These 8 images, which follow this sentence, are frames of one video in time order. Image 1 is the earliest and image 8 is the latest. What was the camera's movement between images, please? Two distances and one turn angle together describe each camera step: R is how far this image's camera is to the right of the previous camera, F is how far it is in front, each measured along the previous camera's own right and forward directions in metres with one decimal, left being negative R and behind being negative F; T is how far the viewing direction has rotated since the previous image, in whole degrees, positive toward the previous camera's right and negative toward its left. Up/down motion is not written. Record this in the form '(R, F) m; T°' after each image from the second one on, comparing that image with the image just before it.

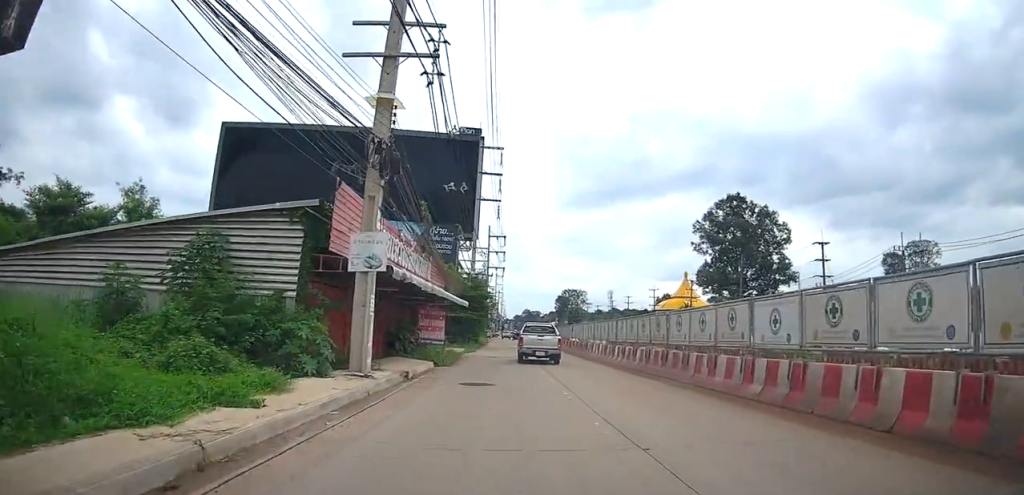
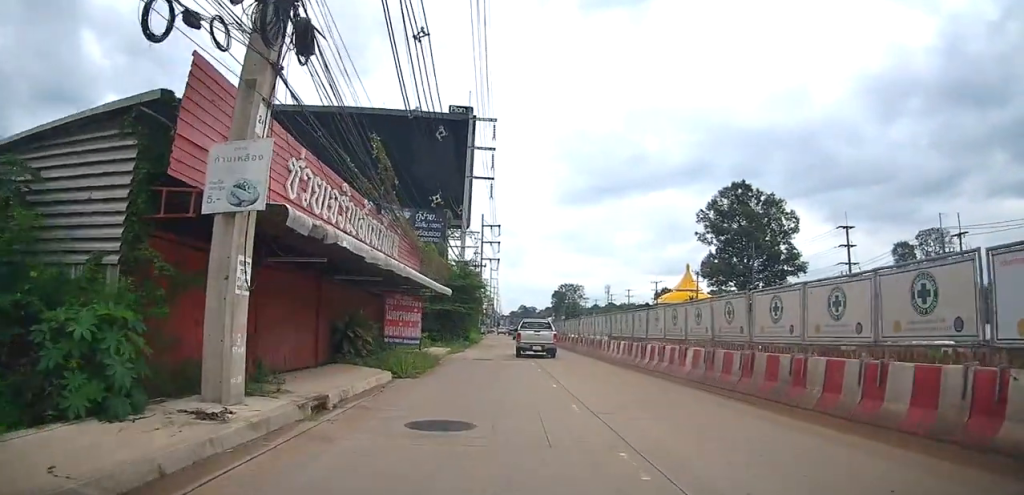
(-0.1, +6.4) m; -2°
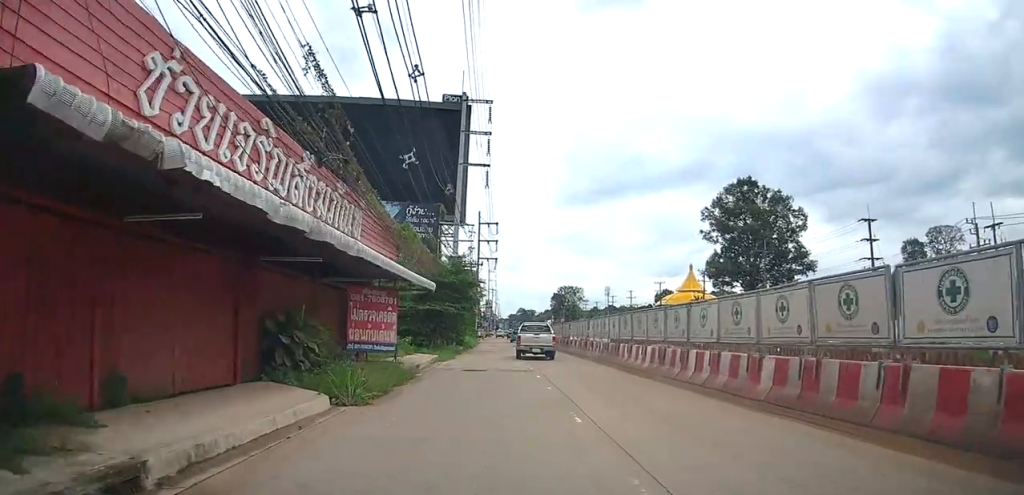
(-0.1, +4.7) m; -1°
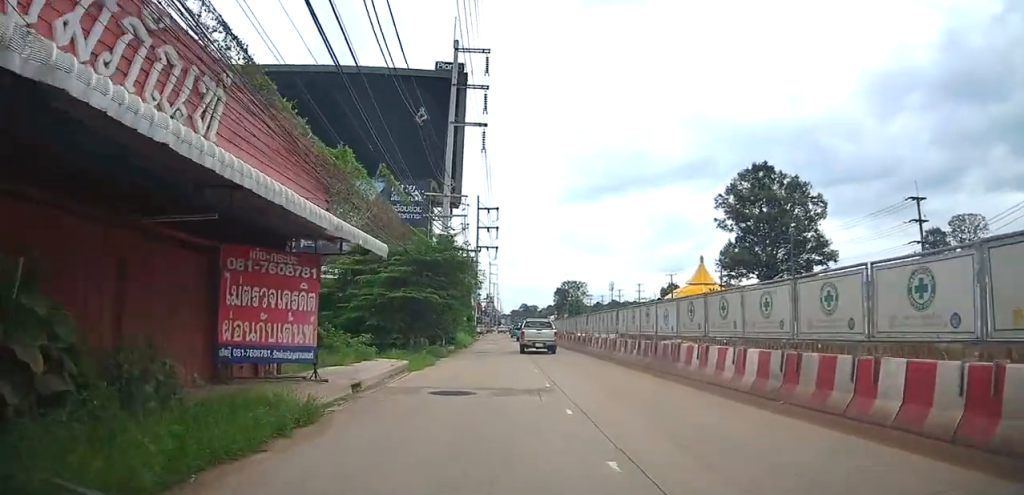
(-0.1, +7.7) m; +1°
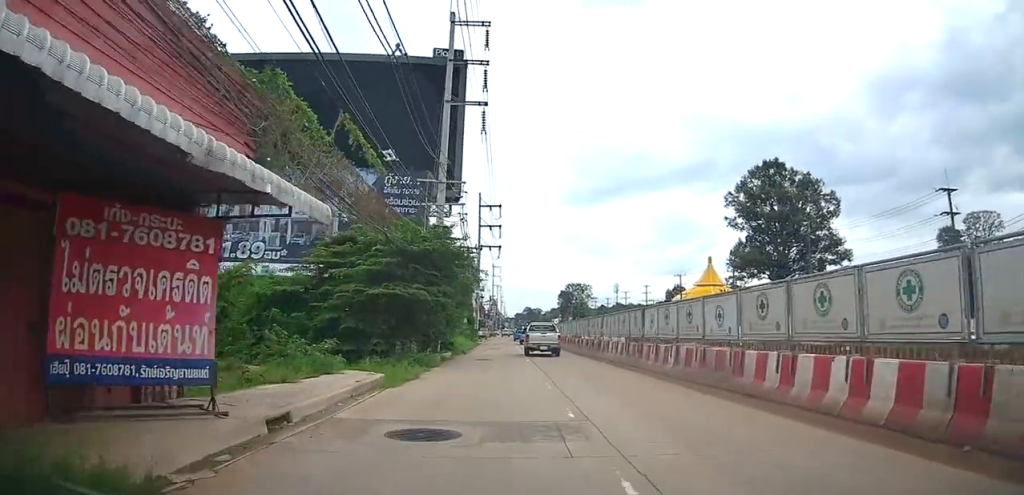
(0.0, +3.9) m; +1°
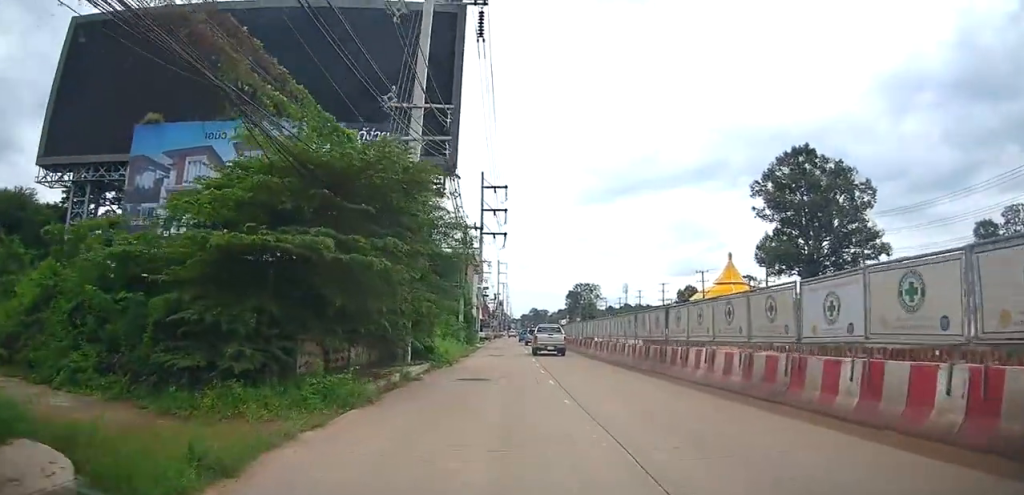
(+0.3, +10.4) m; 0°
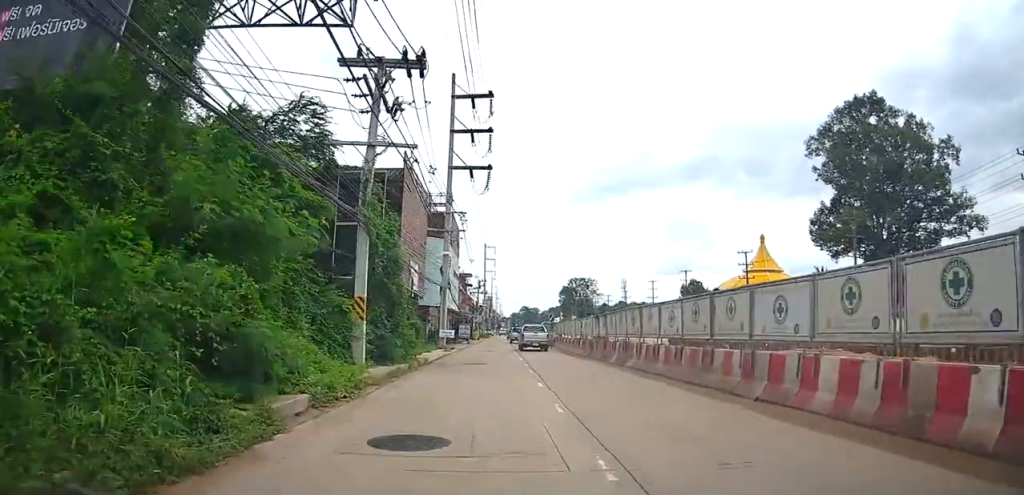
(-0.2, +25.2) m; +2°
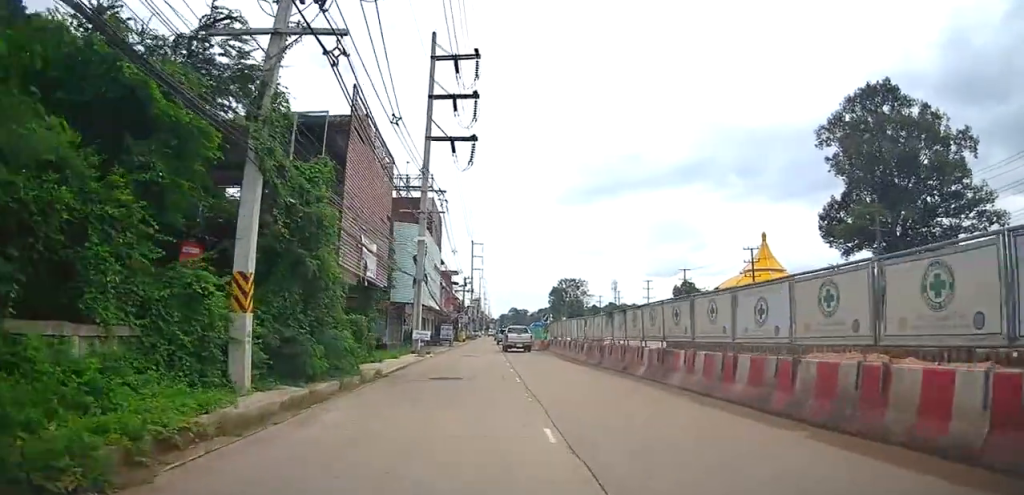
(+0.1, +6.3) m; +2°
